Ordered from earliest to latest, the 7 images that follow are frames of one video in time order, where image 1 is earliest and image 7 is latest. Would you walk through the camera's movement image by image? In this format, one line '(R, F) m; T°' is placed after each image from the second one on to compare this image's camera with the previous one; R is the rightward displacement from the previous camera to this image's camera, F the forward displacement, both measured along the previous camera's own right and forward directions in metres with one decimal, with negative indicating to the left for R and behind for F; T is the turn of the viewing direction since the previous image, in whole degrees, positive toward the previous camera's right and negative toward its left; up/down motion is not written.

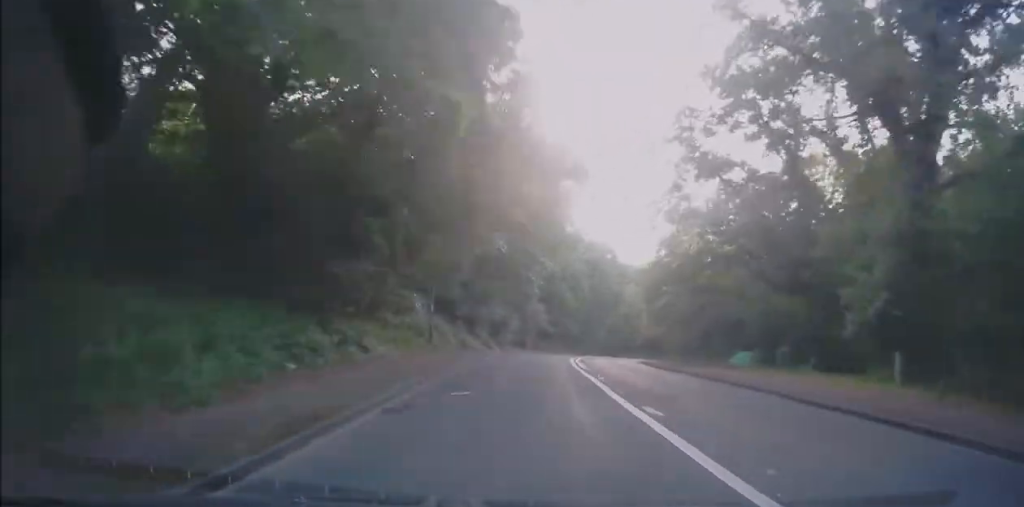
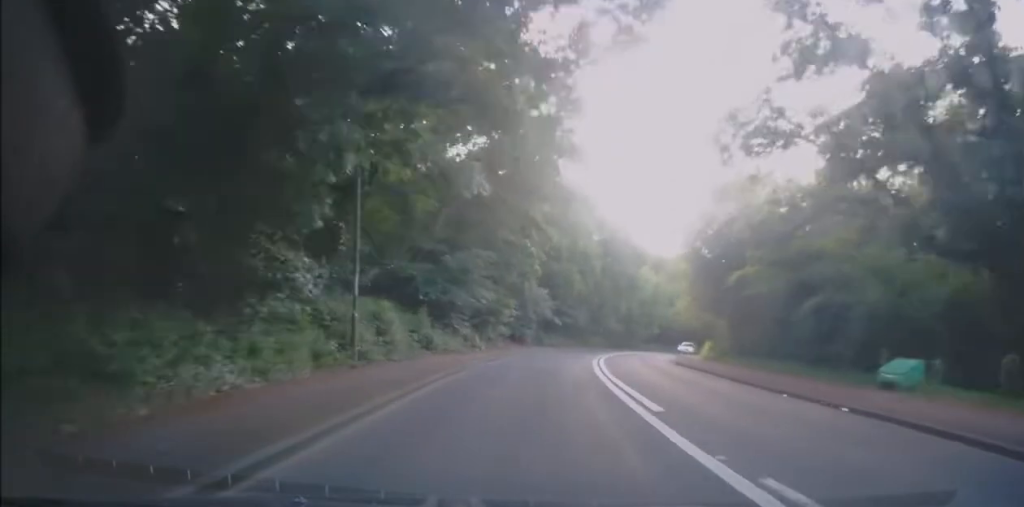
(+0.1, +11.0) m; +1°
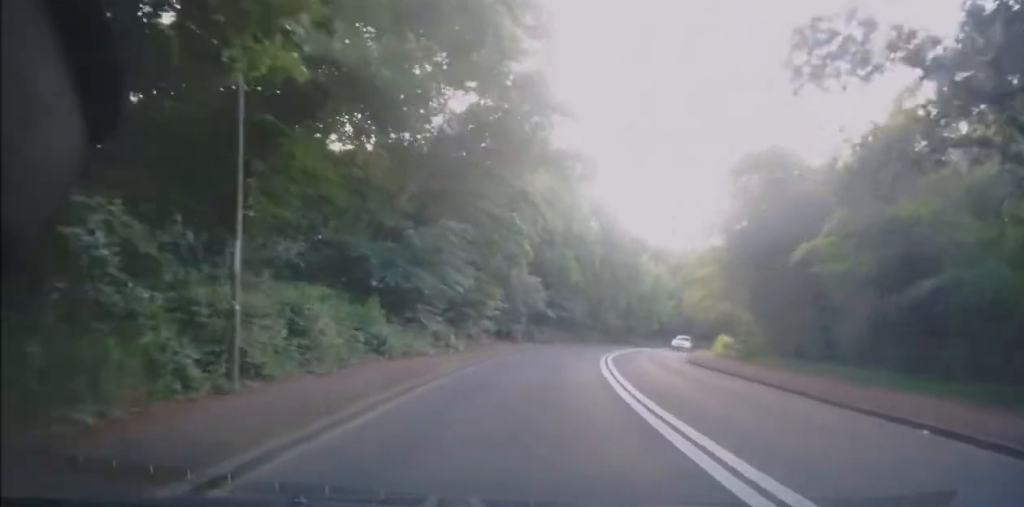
(0.0, +5.7) m; 0°
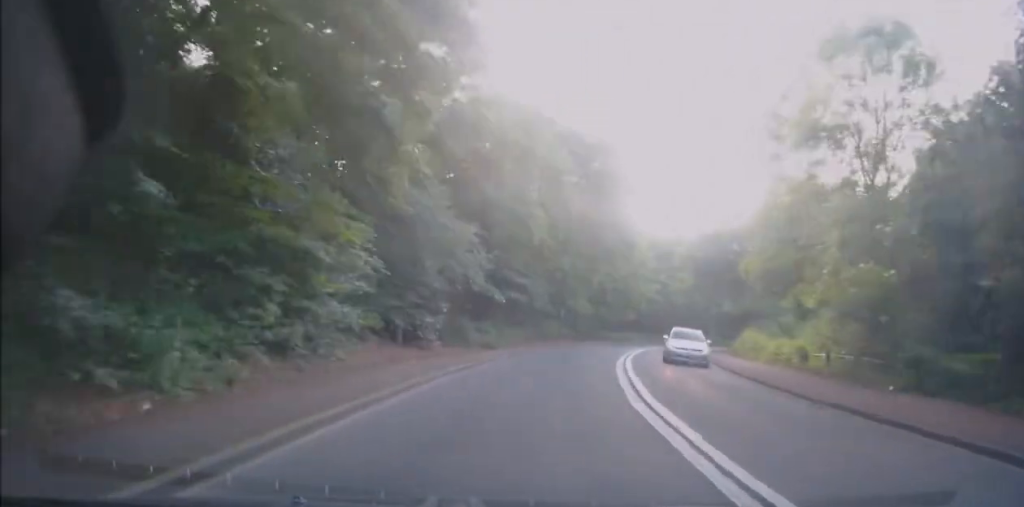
(+0.1, +16.5) m; +1°
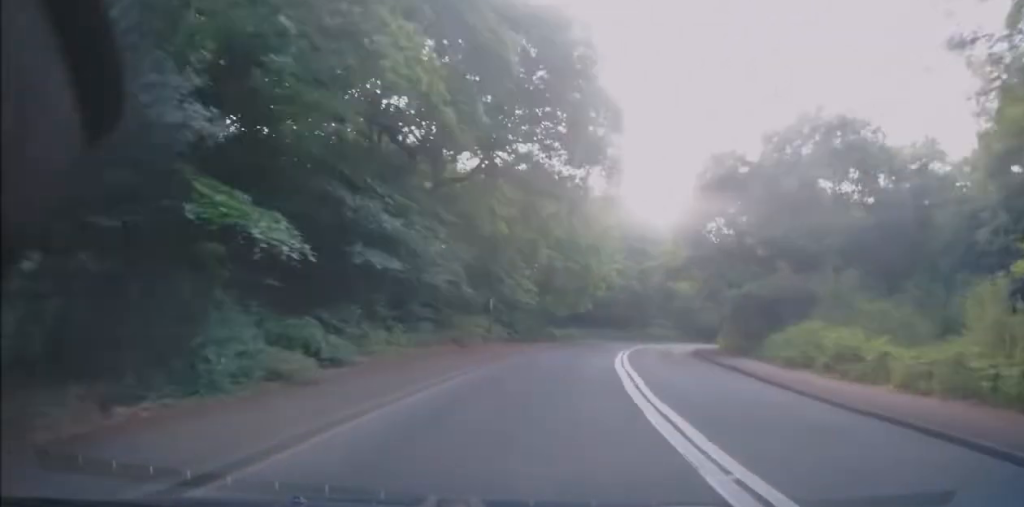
(+0.2, +14.8) m; +4°
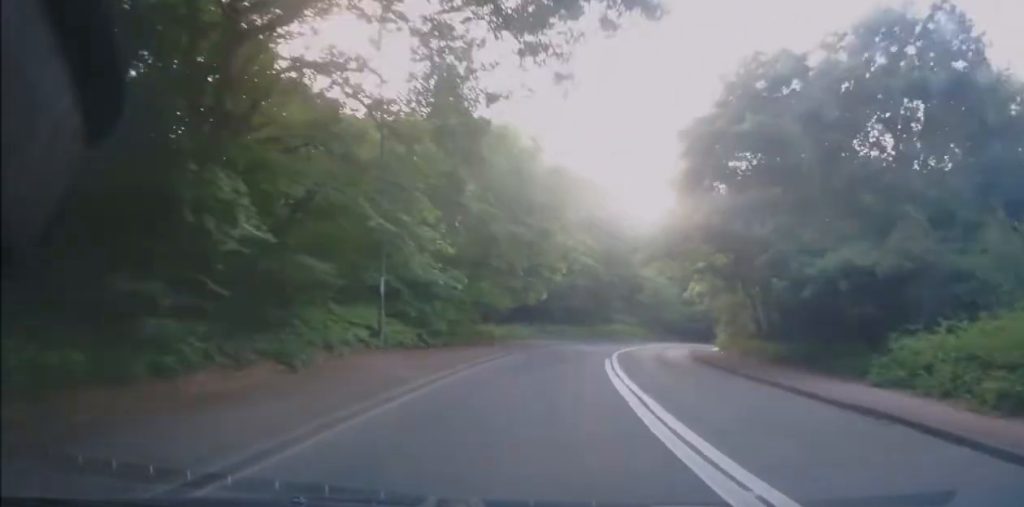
(+0.6, +12.5) m; +9°
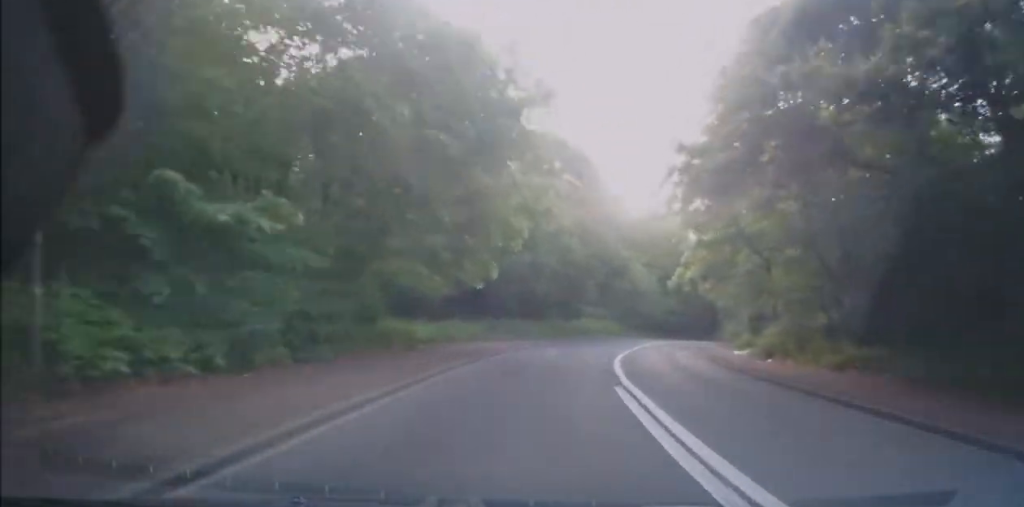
(+1.3, +11.8) m; +7°
